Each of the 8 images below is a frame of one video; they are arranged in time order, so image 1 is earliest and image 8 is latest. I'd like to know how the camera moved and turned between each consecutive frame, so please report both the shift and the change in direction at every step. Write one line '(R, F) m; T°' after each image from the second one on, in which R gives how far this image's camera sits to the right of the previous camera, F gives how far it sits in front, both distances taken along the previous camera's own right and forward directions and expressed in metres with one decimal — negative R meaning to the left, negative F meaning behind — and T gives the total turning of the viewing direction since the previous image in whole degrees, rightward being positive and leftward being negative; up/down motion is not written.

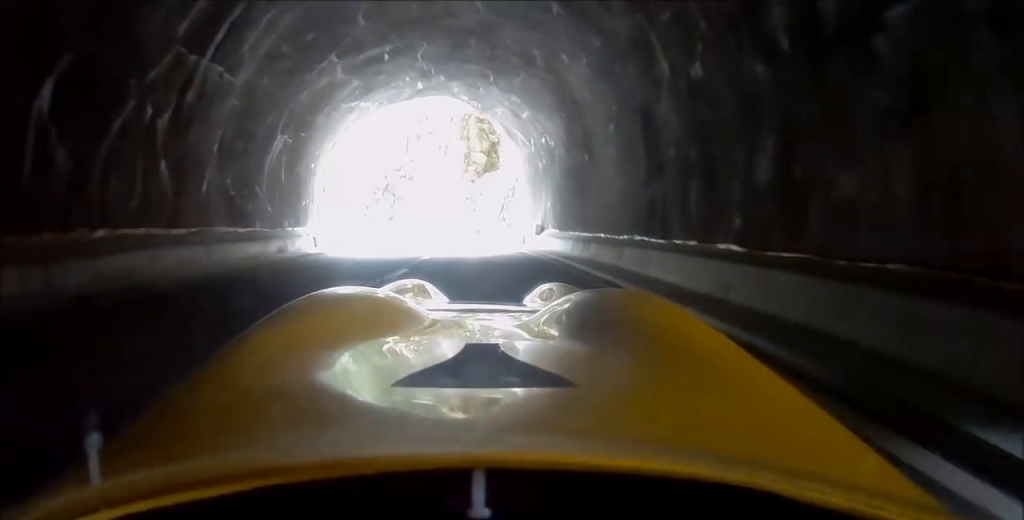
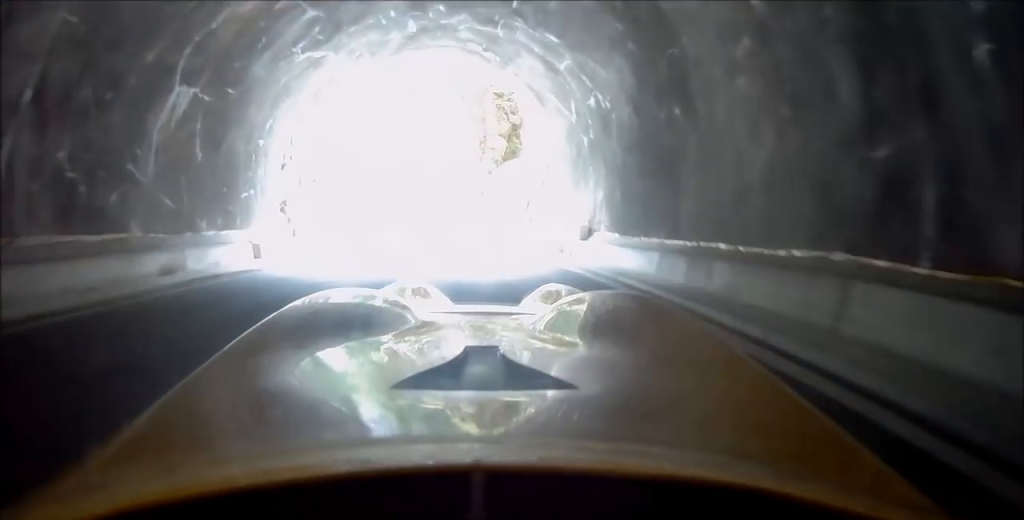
(+0.5, +9.2) m; -4°
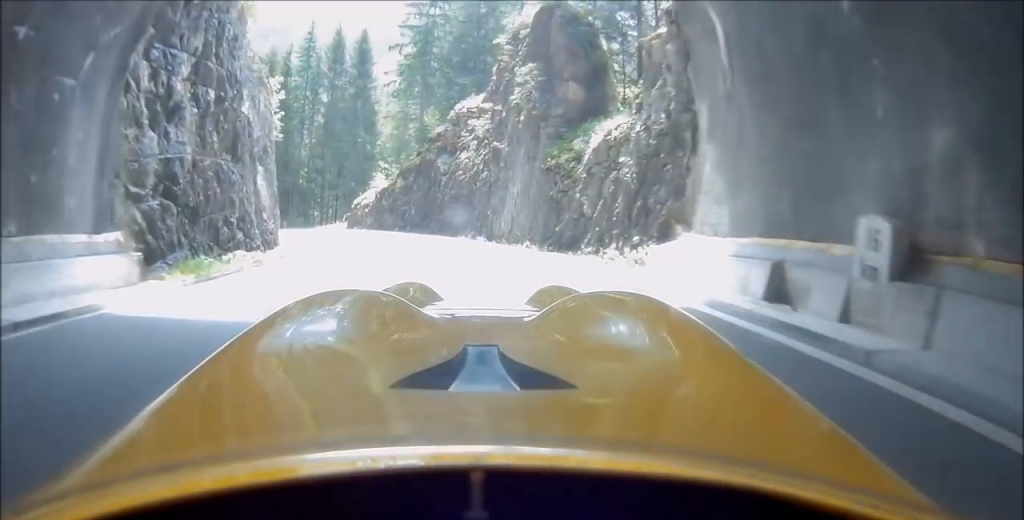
(-1.5, +15.3) m; -11°
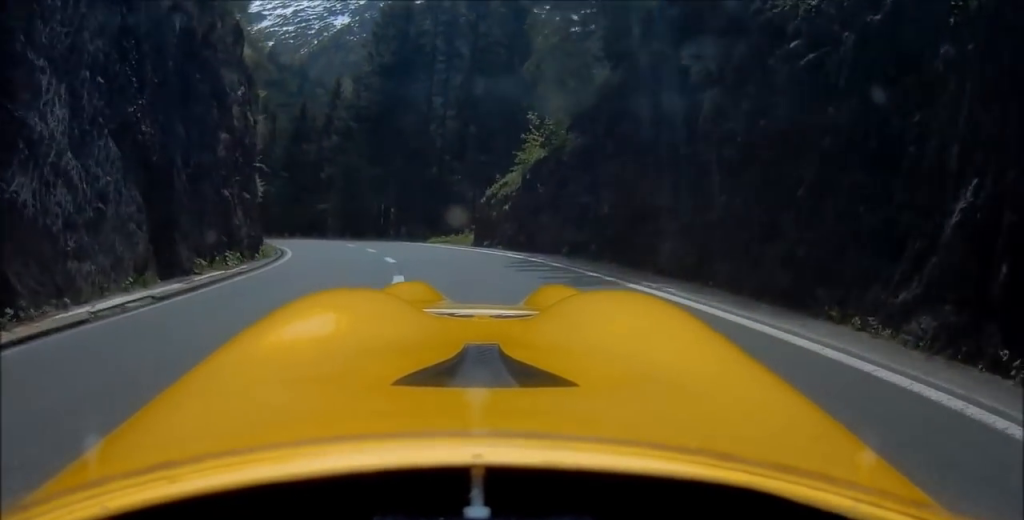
(-6.8, +32.6) m; -20°
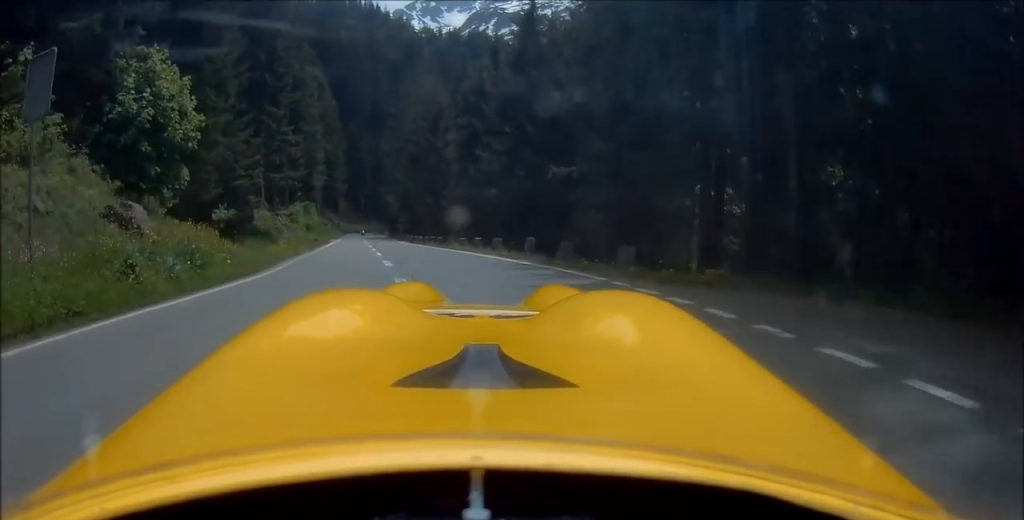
(-7.6, +51.2) m; -13°
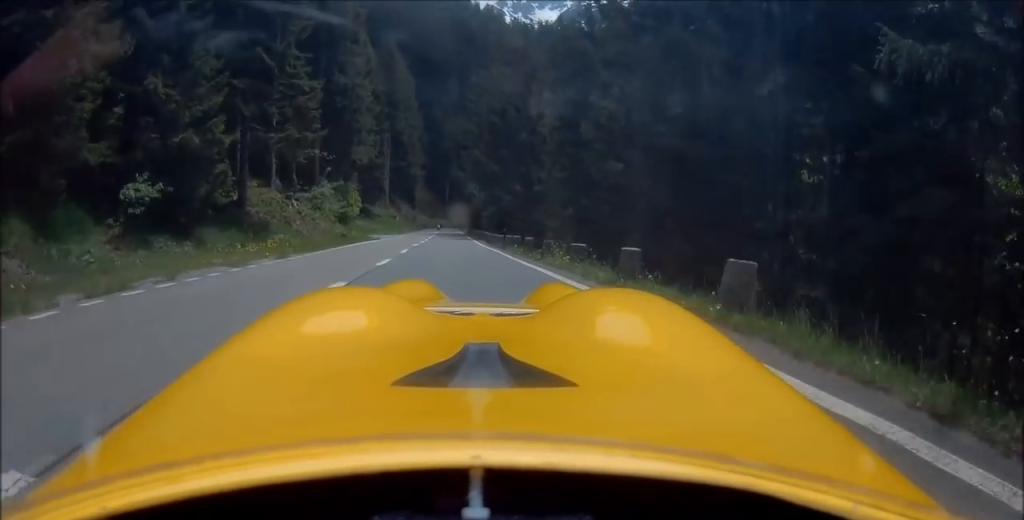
(-0.1, +22.1) m; +1°
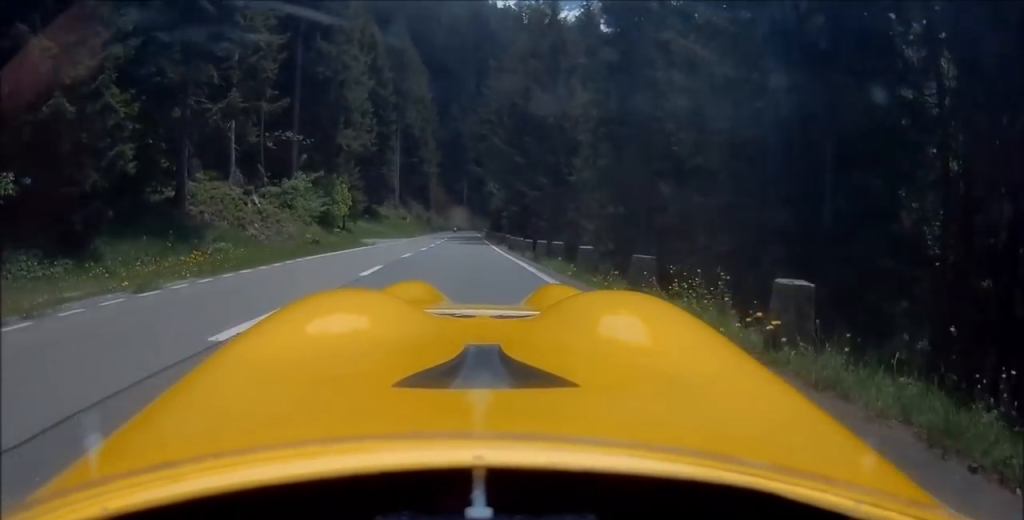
(-0.1, +11.2) m; +1°
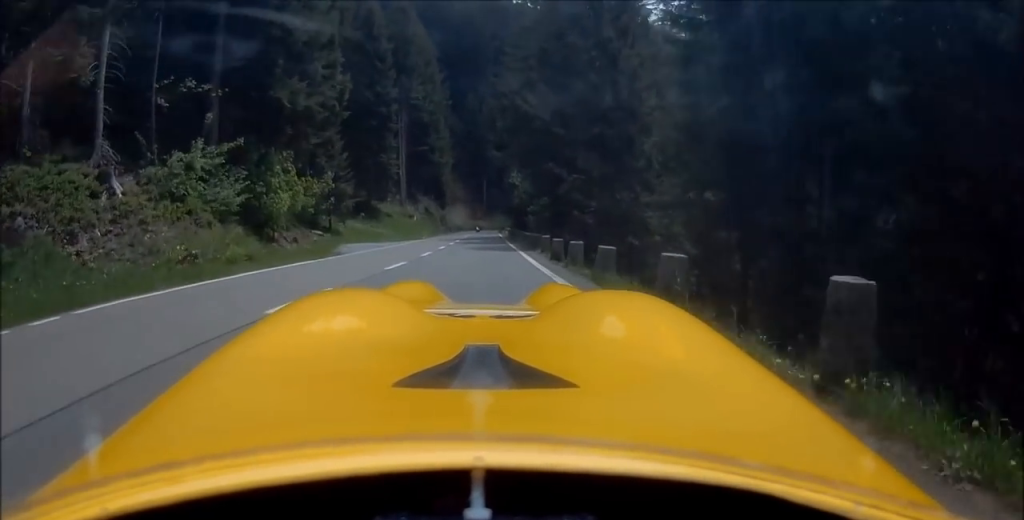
(+0.4, +14.8) m; +1°
